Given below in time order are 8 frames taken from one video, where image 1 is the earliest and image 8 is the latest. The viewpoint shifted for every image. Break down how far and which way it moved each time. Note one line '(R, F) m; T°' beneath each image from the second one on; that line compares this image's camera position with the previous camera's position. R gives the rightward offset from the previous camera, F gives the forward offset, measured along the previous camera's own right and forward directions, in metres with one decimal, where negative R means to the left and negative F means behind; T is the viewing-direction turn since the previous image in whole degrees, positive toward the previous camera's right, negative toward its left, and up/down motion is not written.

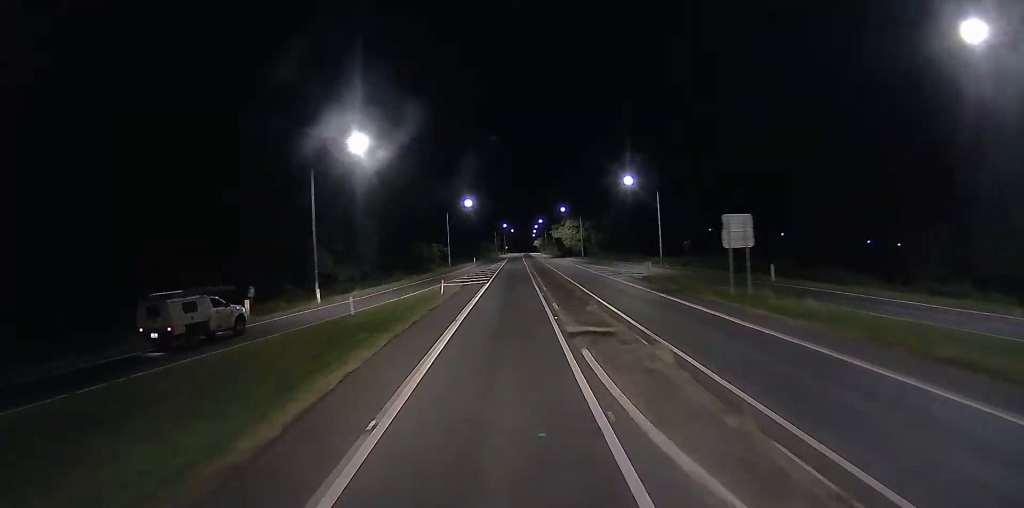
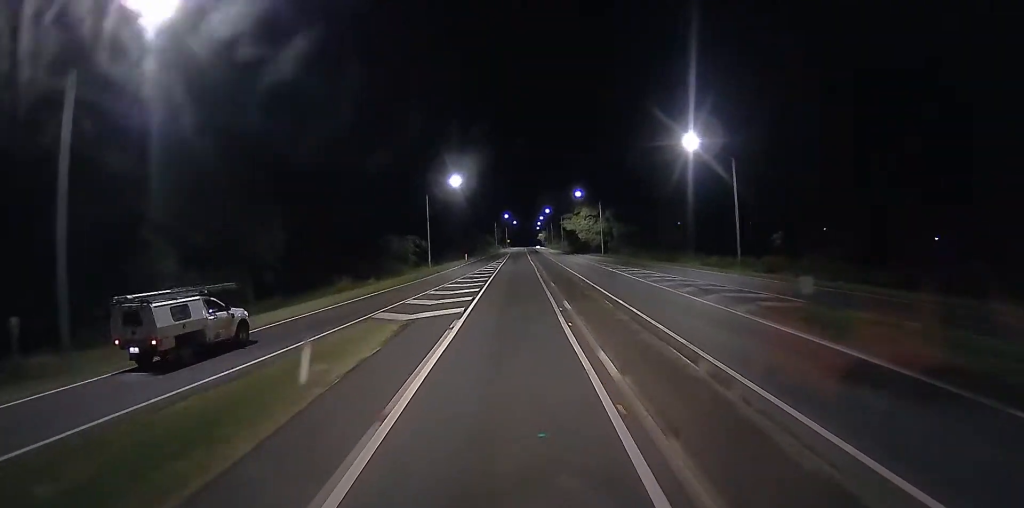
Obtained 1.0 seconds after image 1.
(0.0, +26.3) m; 0°
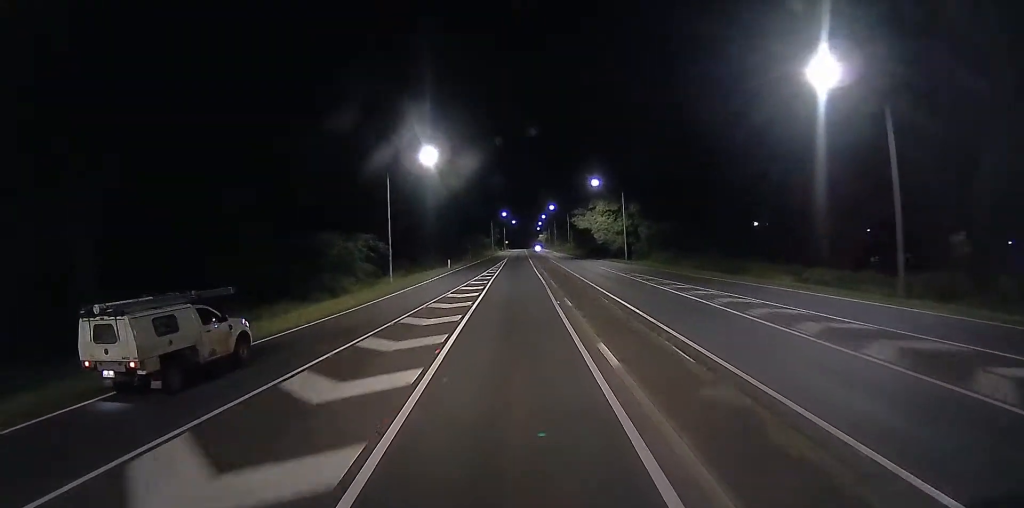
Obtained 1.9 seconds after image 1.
(+0.1, +23.3) m; +1°
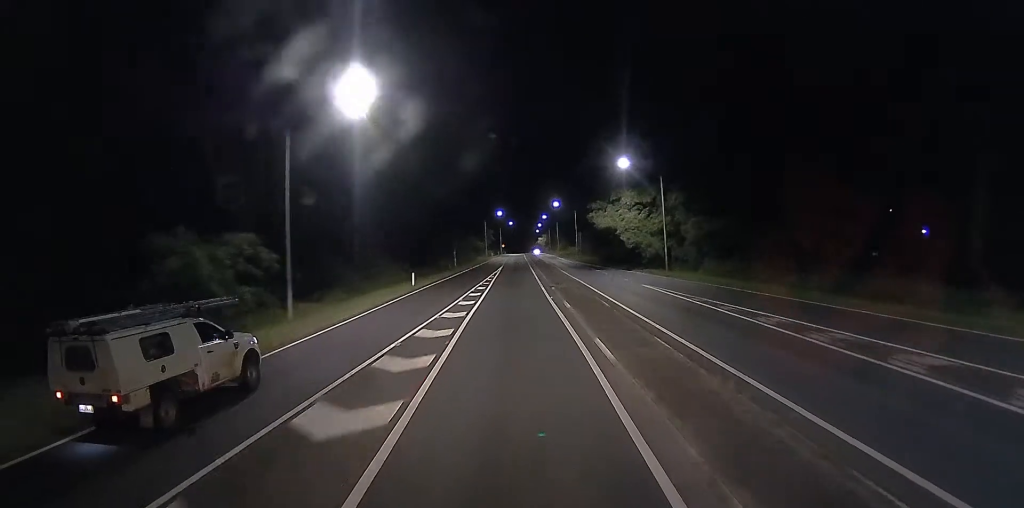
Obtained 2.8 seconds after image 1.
(+0.3, +24.1) m; +1°
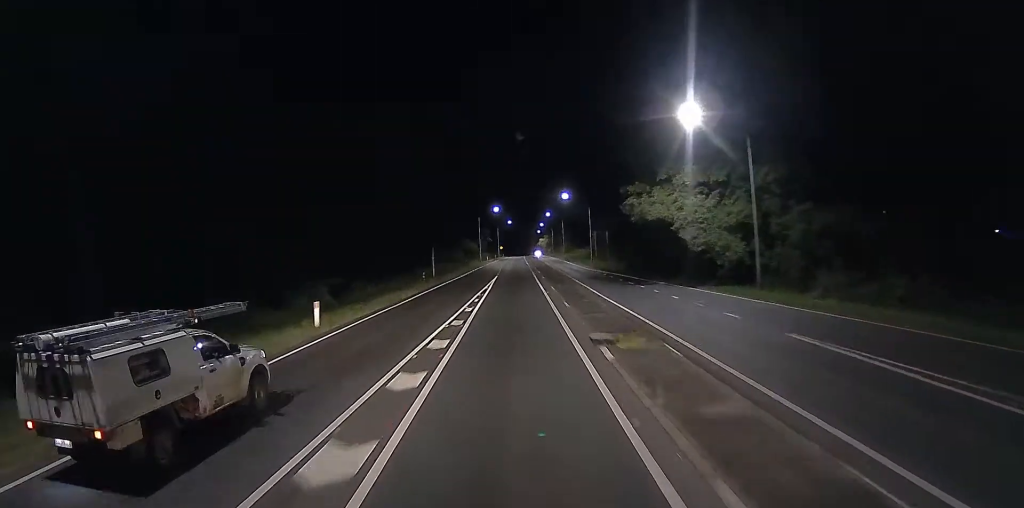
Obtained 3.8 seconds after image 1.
(0.0, +25.2) m; -2°
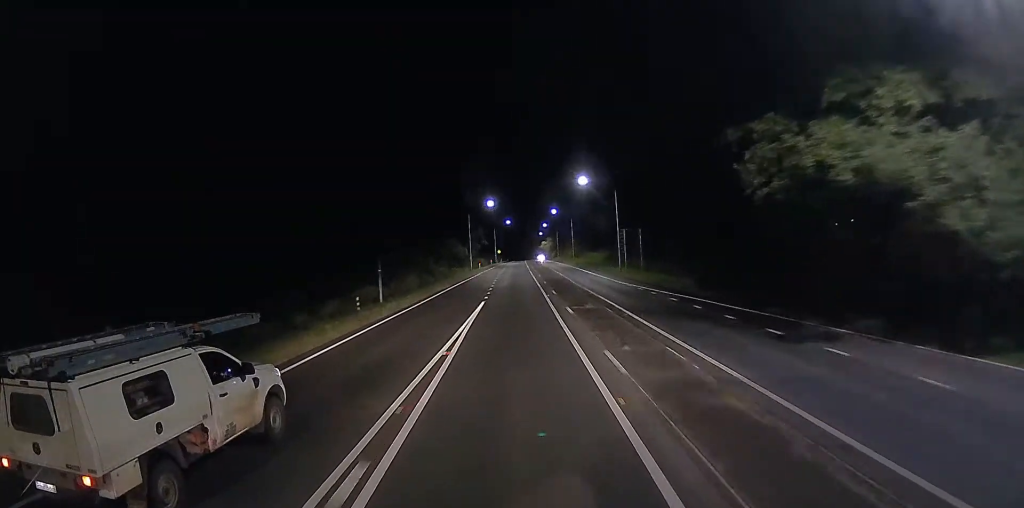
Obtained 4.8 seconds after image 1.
(-0.9, +29.8) m; 0°
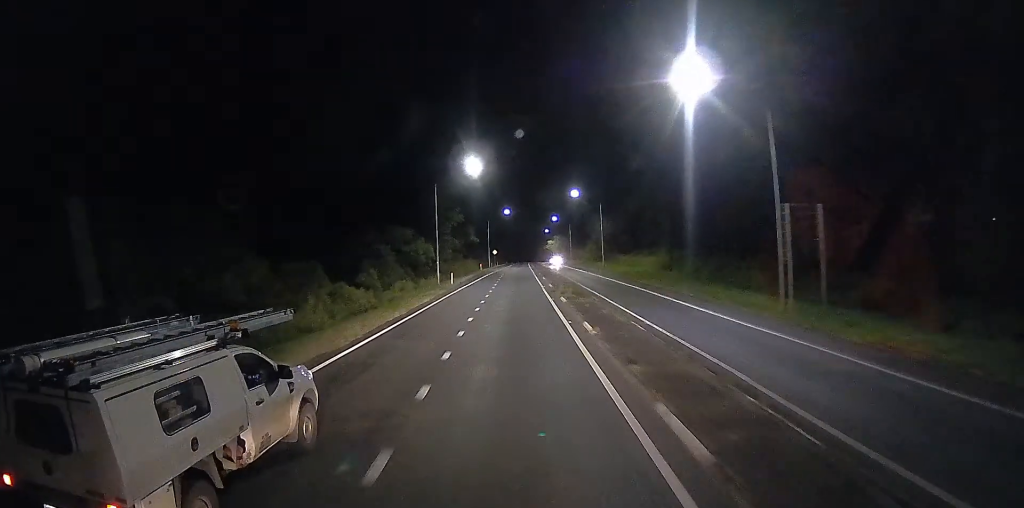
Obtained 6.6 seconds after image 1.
(+1.6, +44.8) m; +3°
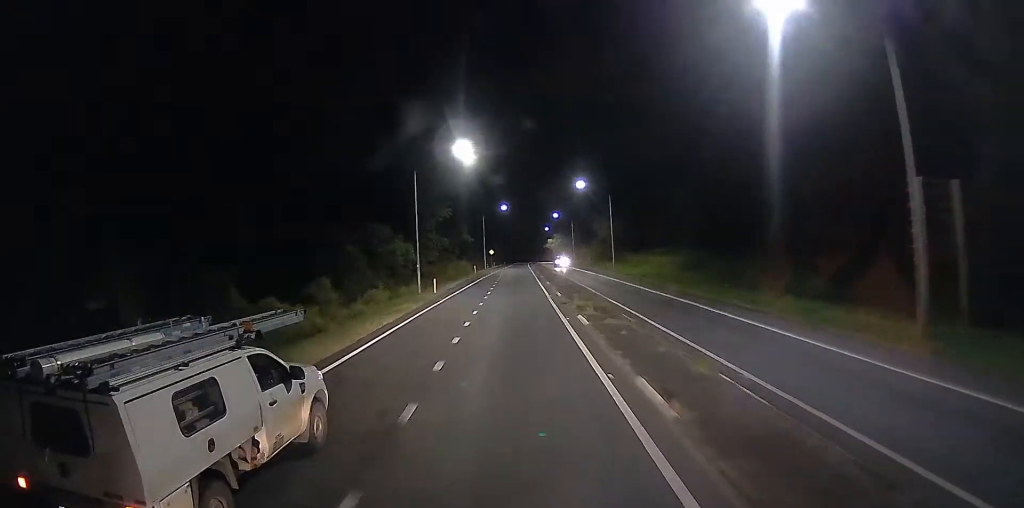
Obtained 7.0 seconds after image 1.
(0.0, +10.5) m; -1°
